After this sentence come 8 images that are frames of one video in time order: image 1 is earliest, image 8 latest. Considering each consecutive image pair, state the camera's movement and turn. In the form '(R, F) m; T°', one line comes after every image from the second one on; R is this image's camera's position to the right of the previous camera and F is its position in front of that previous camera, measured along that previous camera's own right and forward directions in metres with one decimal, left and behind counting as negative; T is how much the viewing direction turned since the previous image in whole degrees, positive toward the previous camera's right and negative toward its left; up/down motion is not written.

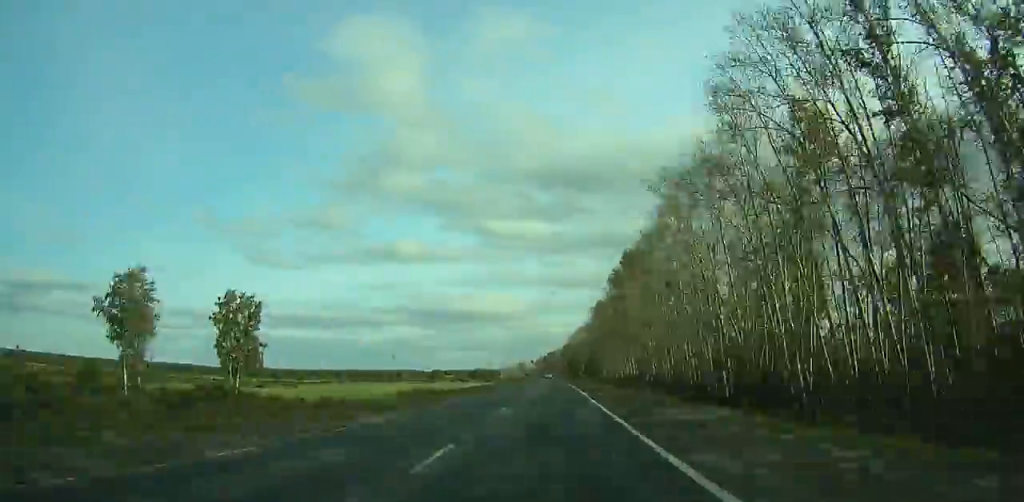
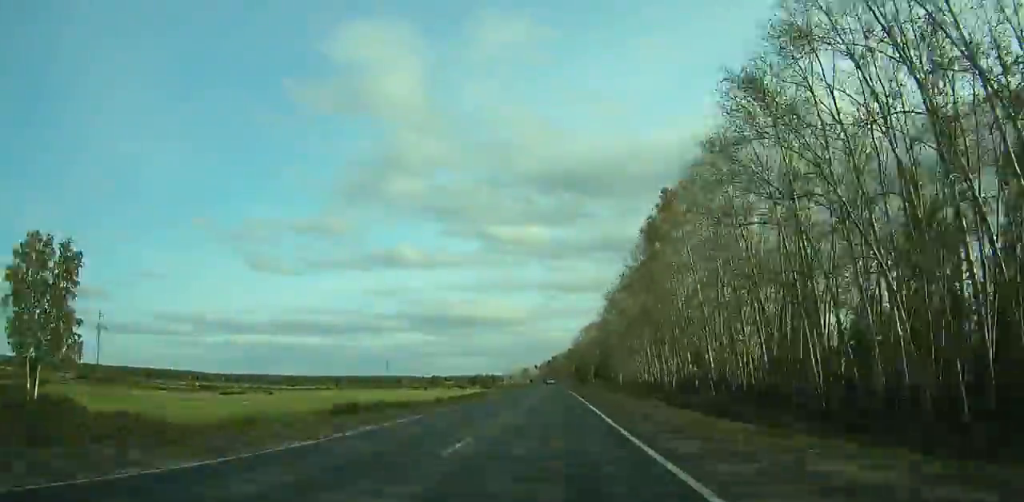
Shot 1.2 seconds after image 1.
(+0.9, +34.9) m; 0°
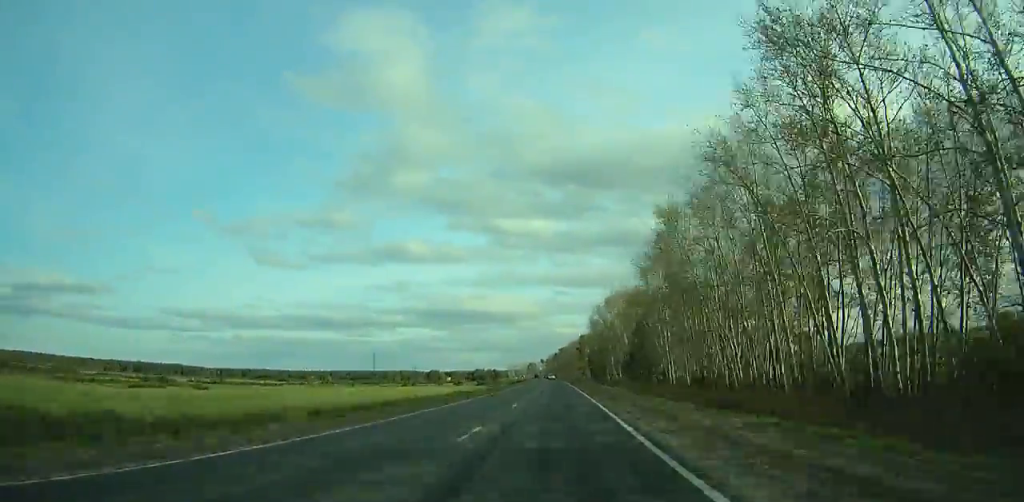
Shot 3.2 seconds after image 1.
(-0.8, +58.1) m; +4°
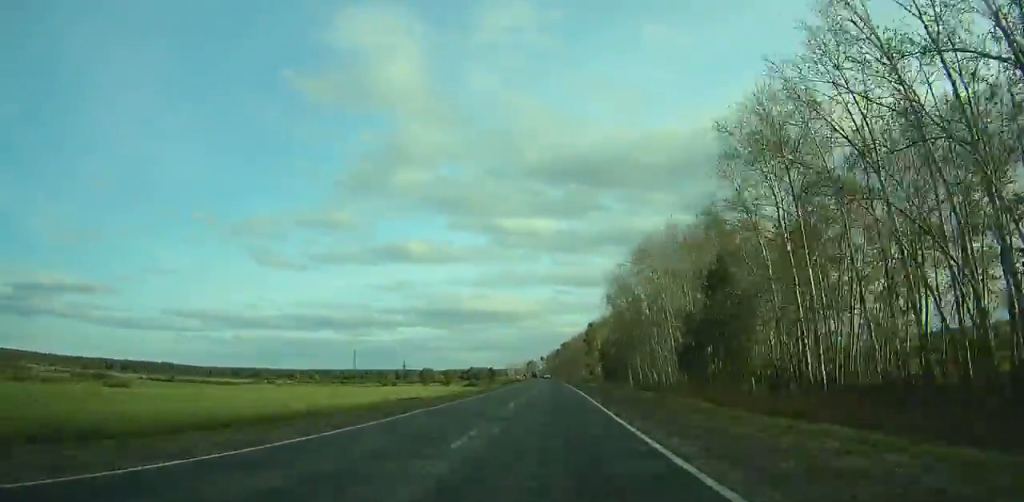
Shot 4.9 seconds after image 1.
(-5.7, +49.2) m; +6°
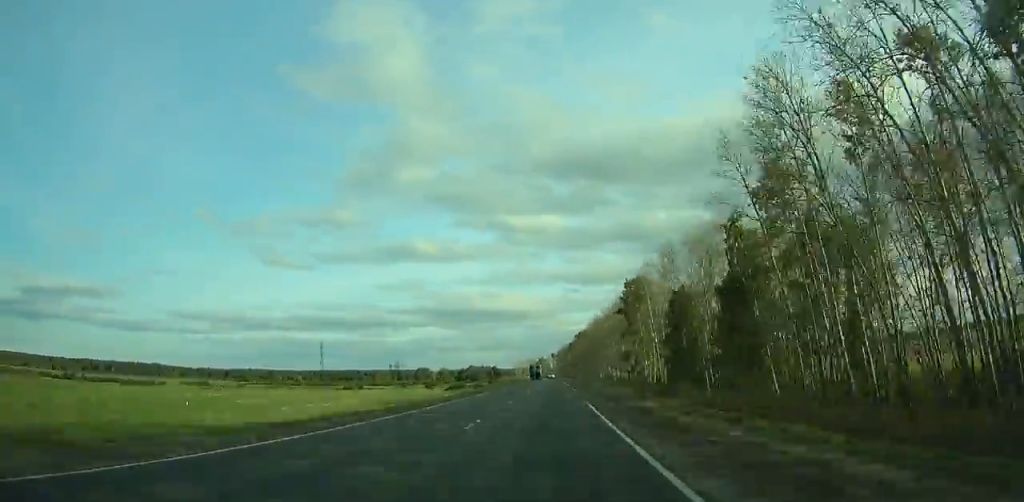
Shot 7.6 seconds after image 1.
(+16.8, +72.7) m; -9°
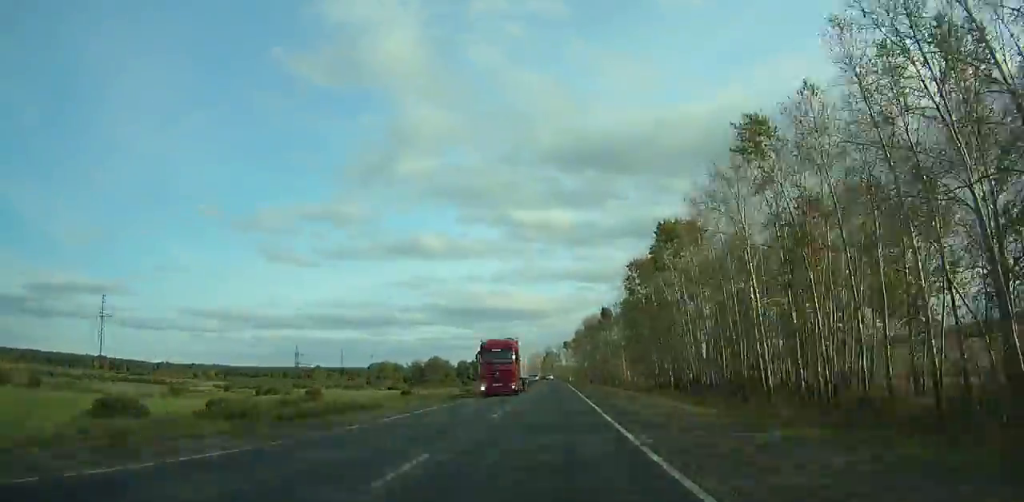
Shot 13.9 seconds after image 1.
(-44.1, +192.1) m; -6°
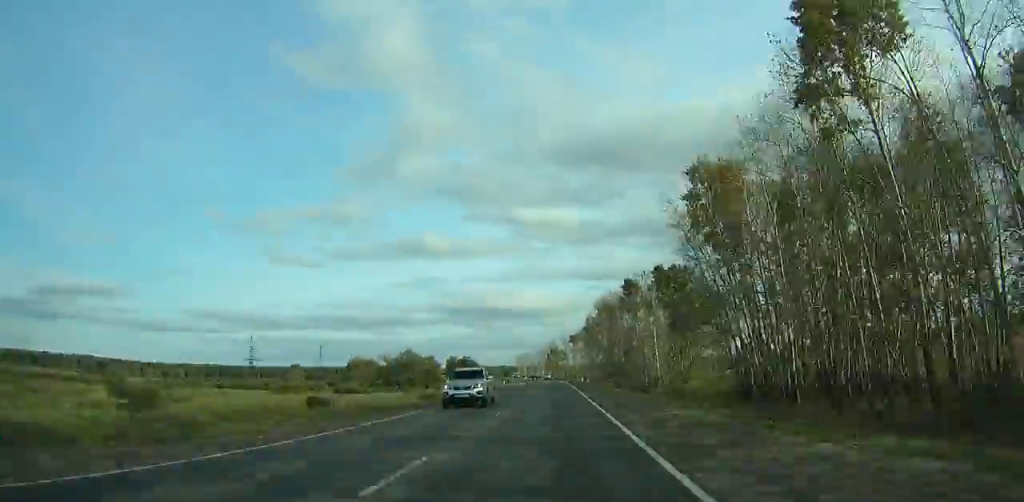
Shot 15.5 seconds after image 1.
(+1.1, +49.9) m; +1°
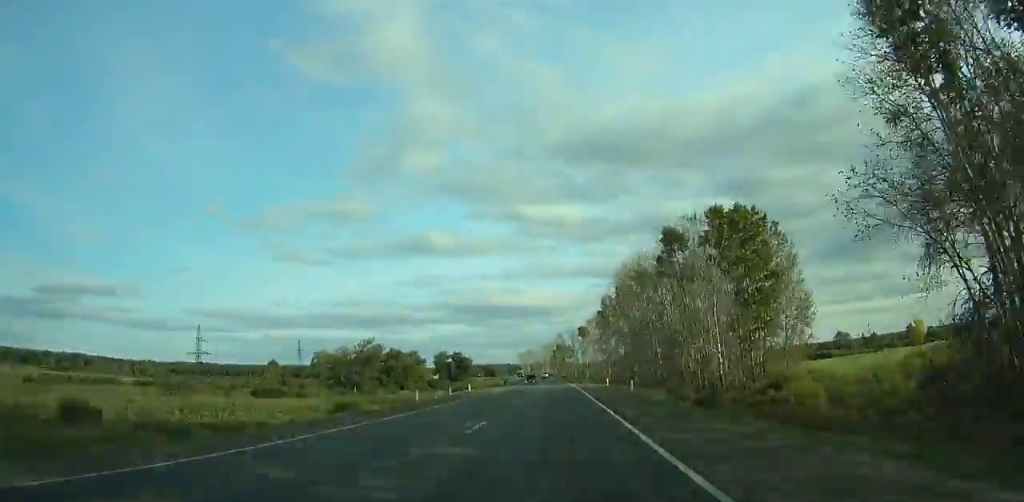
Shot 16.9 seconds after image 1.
(+0.7, +43.6) m; 0°
